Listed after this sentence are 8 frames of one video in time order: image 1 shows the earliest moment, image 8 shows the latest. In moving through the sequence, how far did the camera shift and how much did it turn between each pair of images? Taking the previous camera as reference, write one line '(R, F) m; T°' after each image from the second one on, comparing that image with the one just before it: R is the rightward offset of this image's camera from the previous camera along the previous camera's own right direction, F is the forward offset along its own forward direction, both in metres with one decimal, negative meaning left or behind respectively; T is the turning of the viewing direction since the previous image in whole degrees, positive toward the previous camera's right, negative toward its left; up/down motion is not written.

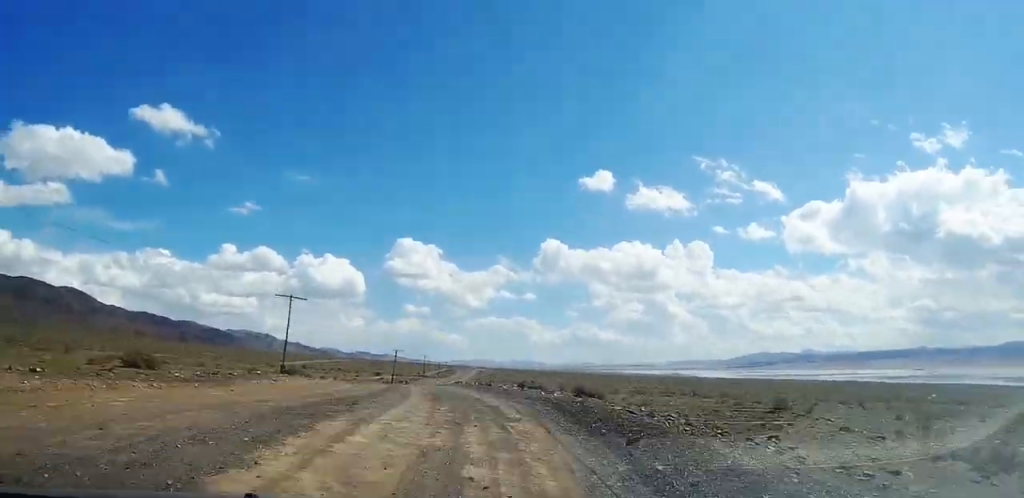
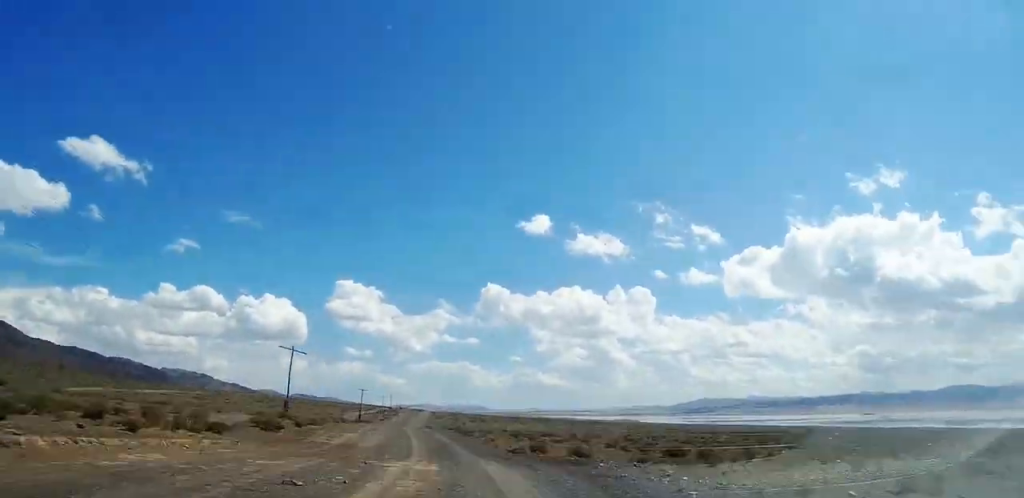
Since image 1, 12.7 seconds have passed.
(+0.3, +135.5) m; 0°
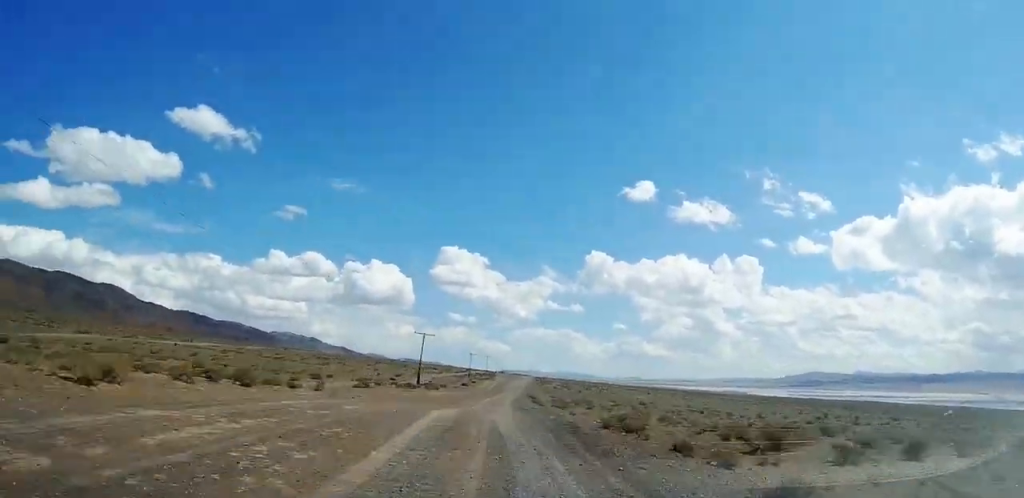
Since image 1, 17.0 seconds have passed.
(-0.4, +48.2) m; 0°
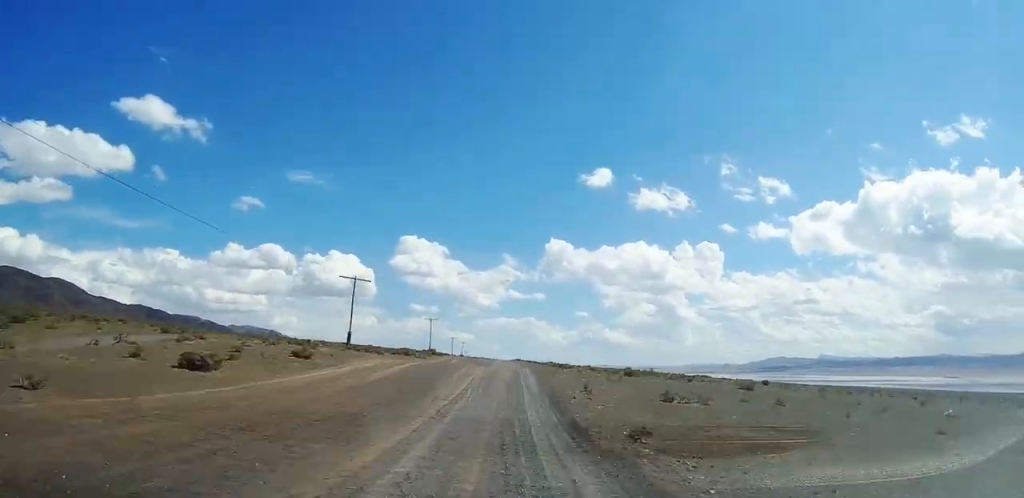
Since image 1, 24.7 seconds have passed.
(+1.0, +87.1) m; +1°
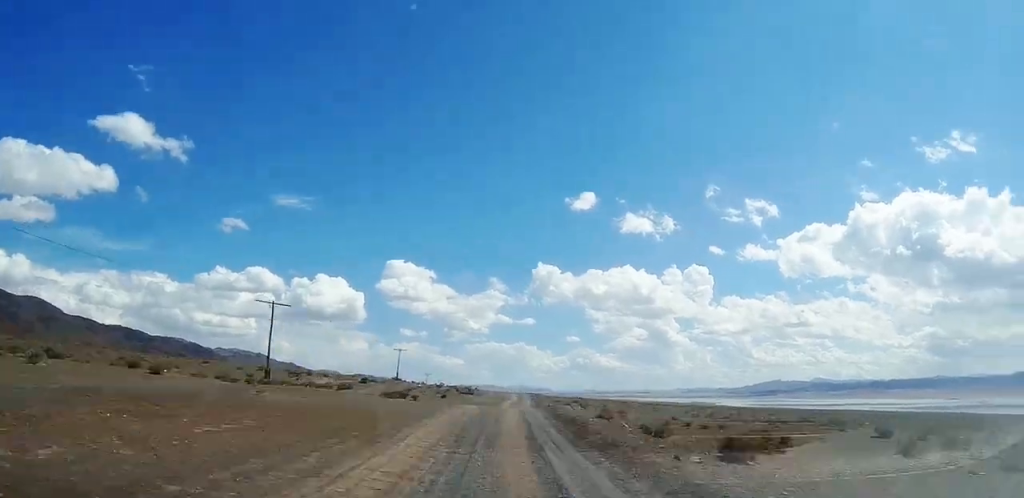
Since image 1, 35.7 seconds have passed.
(+2.4, +124.4) m; -1°
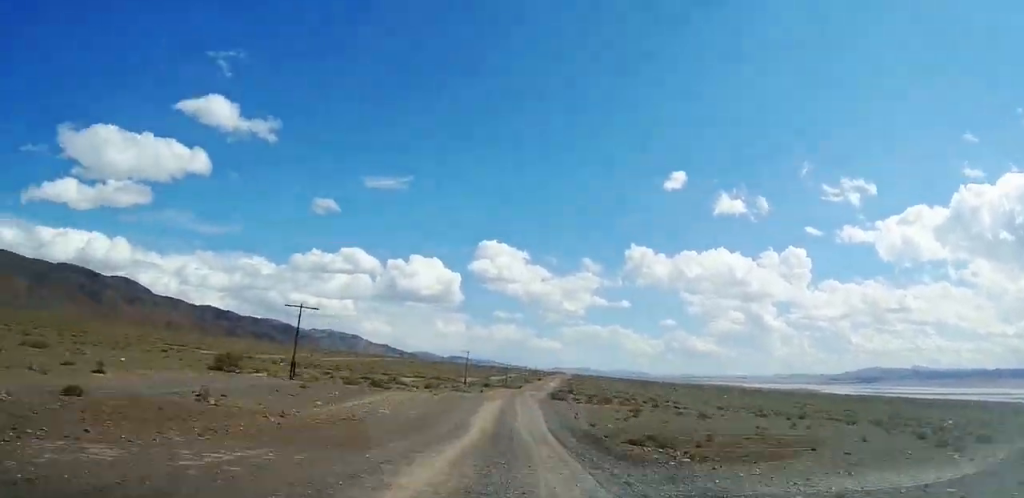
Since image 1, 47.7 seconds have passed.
(-5.7, +131.7) m; -3°
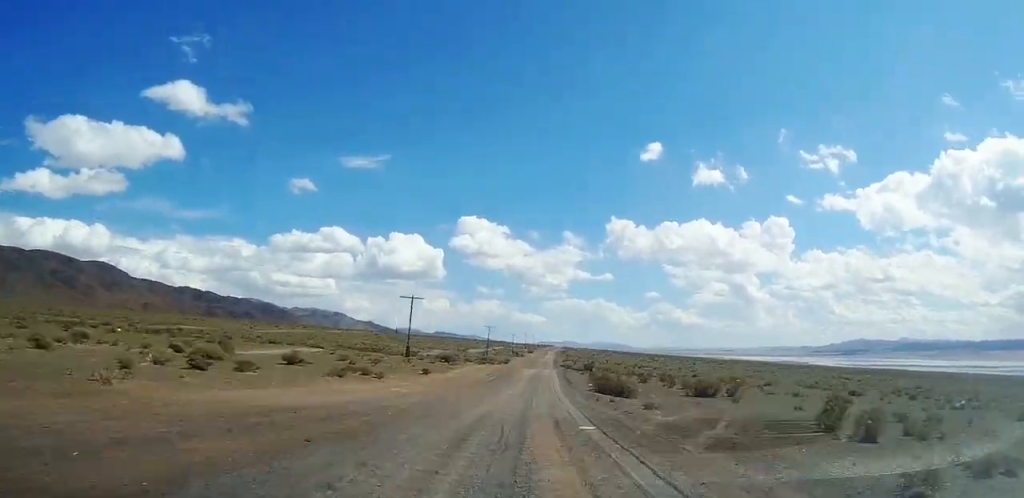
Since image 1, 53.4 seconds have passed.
(+0.6, +61.6) m; 0°
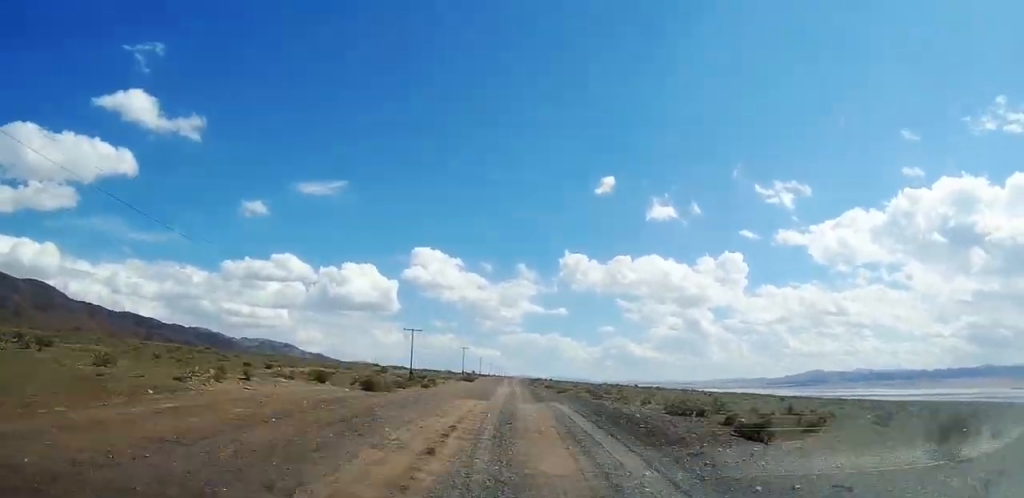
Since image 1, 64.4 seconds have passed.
(+1.8, +119.7) m; +2°
